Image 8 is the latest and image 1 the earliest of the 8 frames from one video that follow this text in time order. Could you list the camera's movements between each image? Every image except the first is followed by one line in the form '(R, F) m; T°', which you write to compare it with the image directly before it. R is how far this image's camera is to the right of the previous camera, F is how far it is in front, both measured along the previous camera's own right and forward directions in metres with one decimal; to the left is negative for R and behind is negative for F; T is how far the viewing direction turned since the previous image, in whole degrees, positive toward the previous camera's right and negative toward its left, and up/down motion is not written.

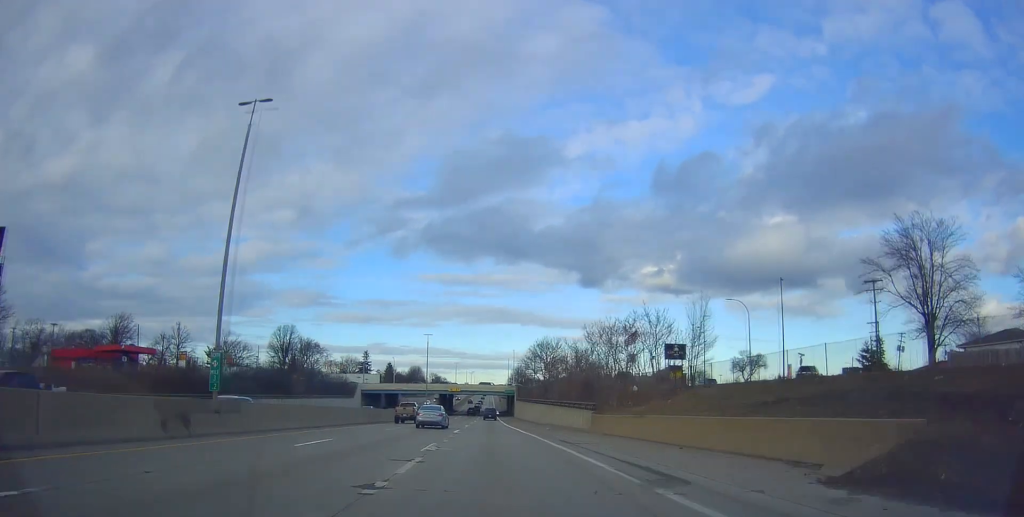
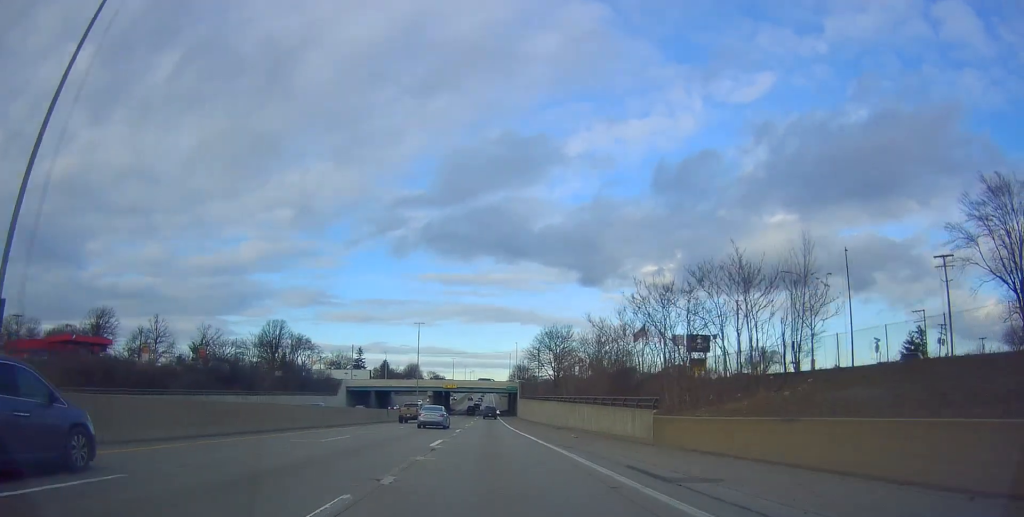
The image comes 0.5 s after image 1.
(0.0, +13.0) m; 0°
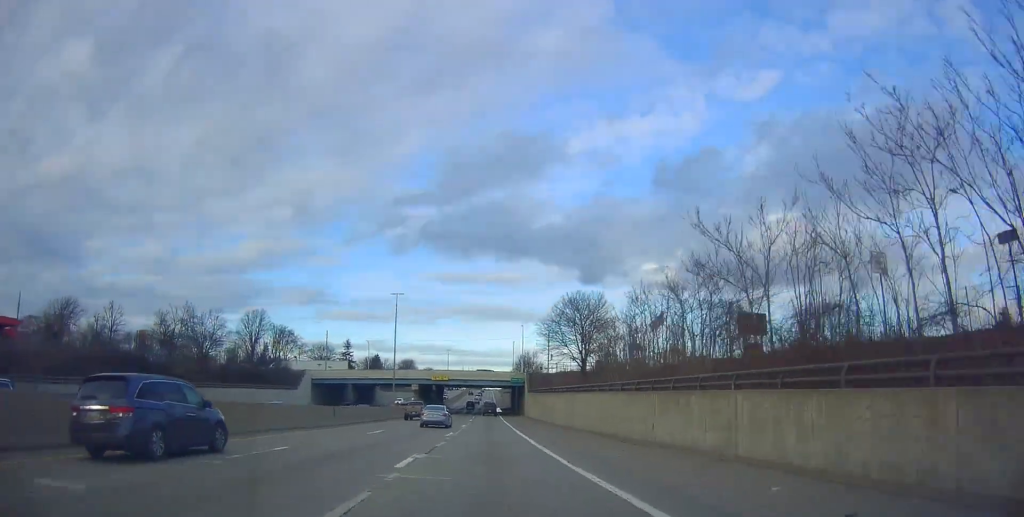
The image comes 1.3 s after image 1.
(-0.2, +22.4) m; -1°
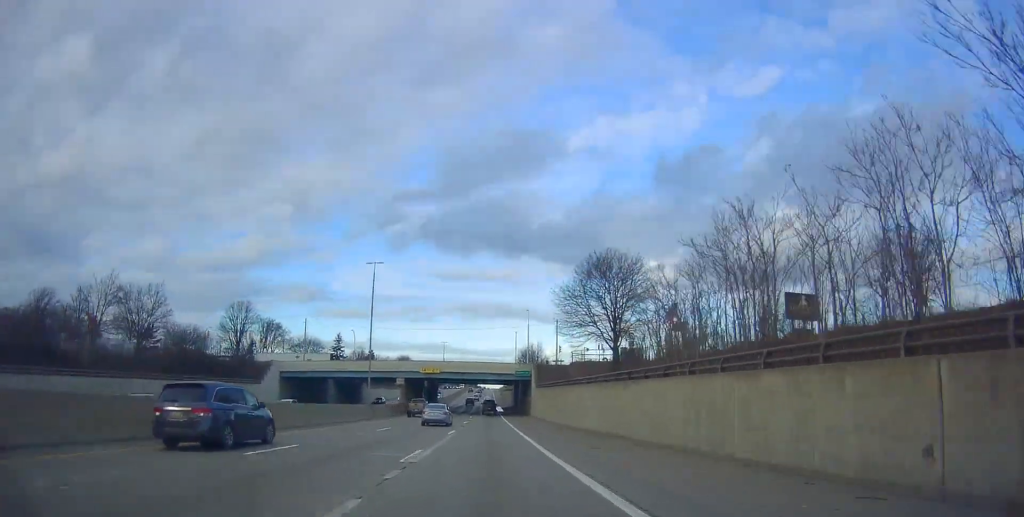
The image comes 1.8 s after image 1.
(-0.1, +14.0) m; 0°
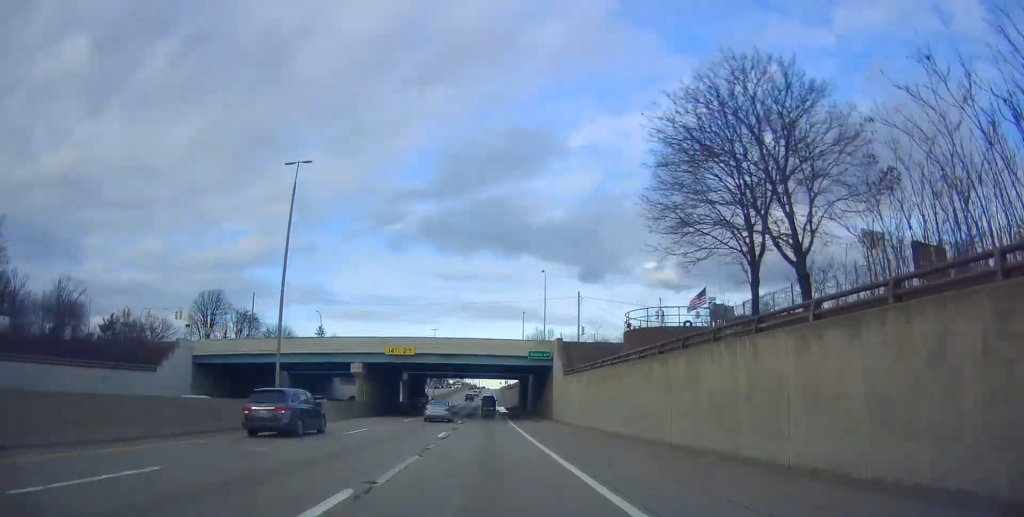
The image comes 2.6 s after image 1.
(0.0, +24.2) m; 0°
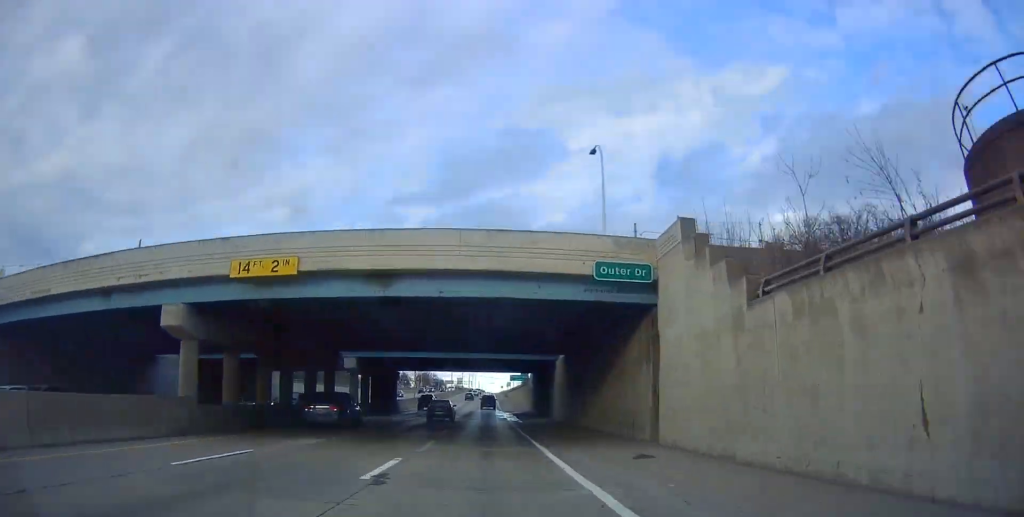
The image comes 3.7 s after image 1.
(-0.3, +29.7) m; 0°
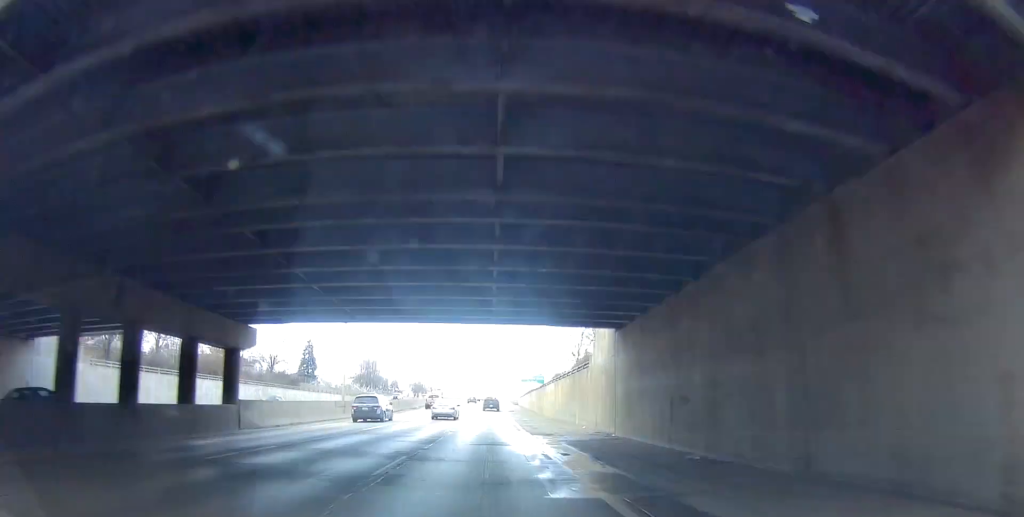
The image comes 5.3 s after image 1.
(+0.5, +43.7) m; +1°
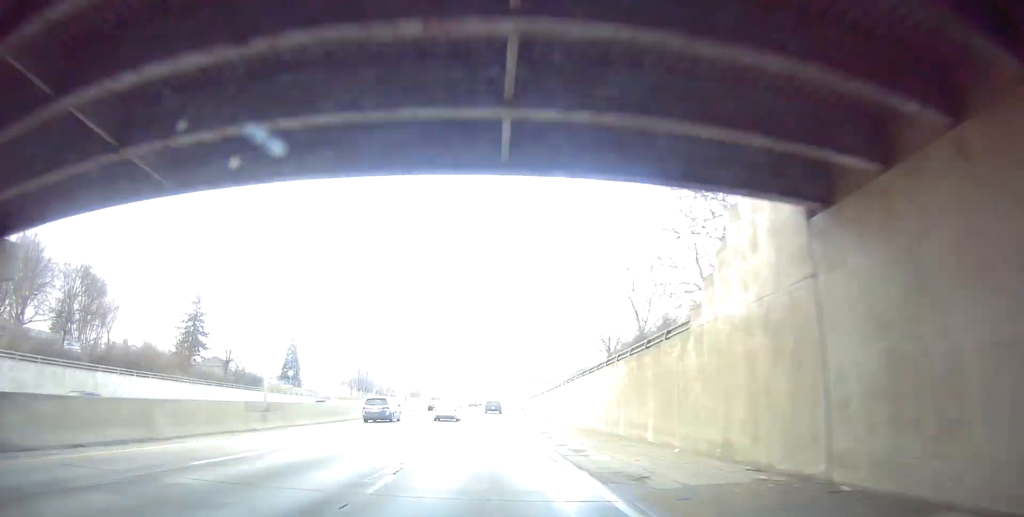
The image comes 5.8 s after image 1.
(-0.2, +15.9) m; +1°
